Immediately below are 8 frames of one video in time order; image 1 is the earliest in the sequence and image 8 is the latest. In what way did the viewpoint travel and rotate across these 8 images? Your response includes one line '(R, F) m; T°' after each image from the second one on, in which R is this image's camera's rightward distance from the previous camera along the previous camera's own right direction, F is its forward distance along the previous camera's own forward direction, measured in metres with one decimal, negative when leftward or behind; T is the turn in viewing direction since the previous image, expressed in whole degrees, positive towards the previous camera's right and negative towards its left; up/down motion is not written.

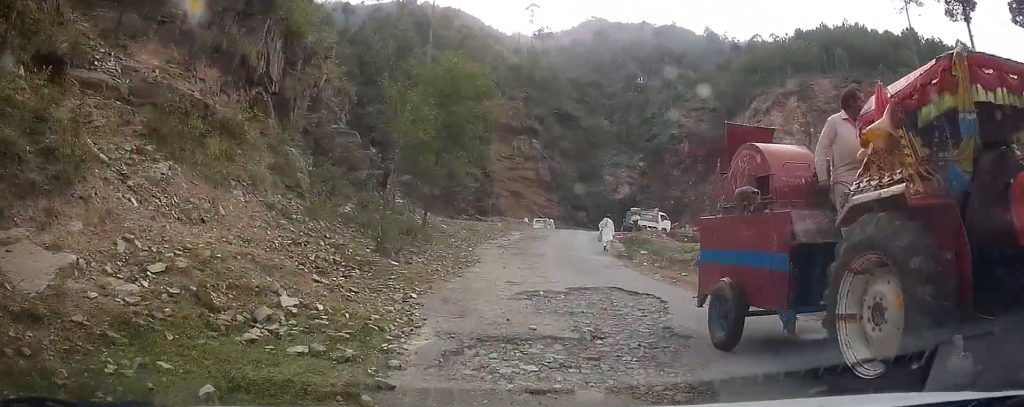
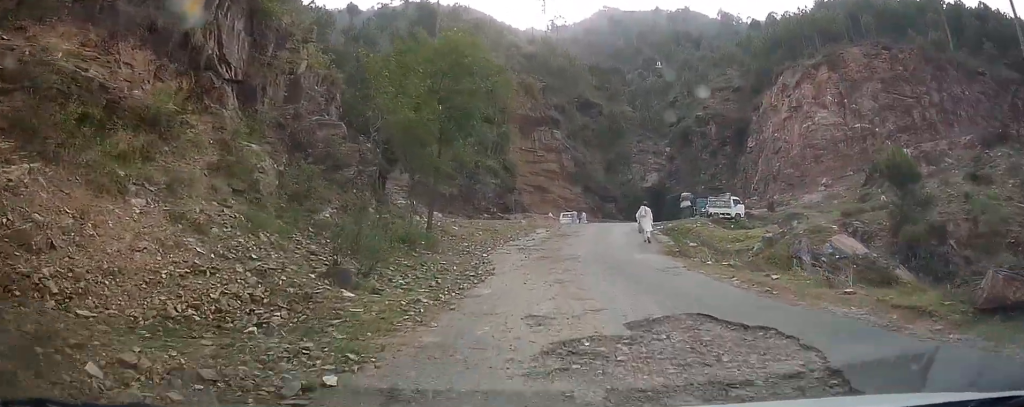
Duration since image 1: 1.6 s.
(-0.8, +5.6) m; -10°
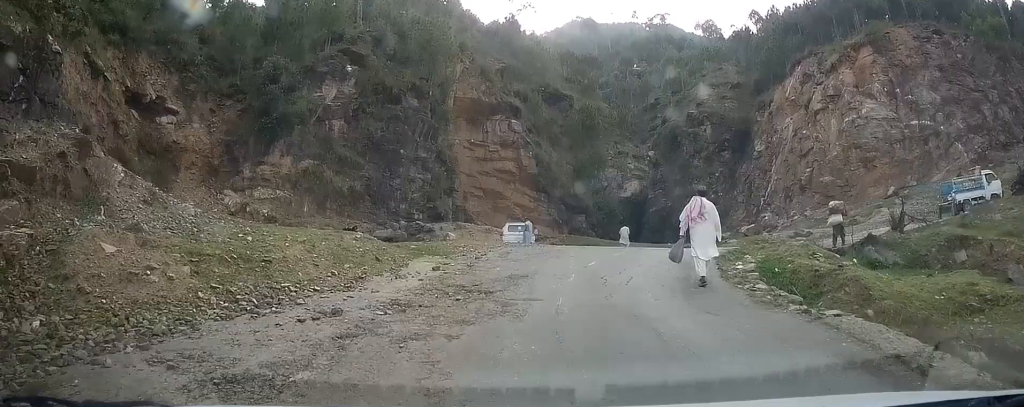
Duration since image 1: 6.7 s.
(-1.0, +18.5) m; -3°
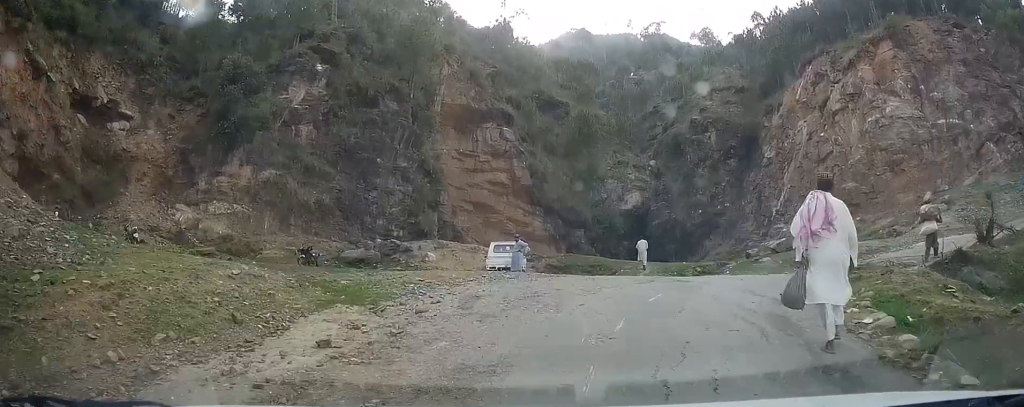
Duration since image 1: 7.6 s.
(-0.2, +4.2) m; 0°
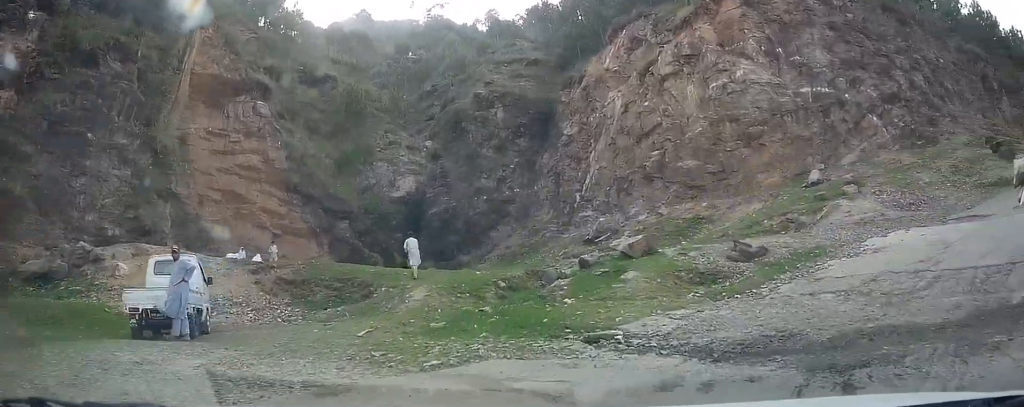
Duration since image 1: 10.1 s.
(+0.6, +11.1) m; +13°
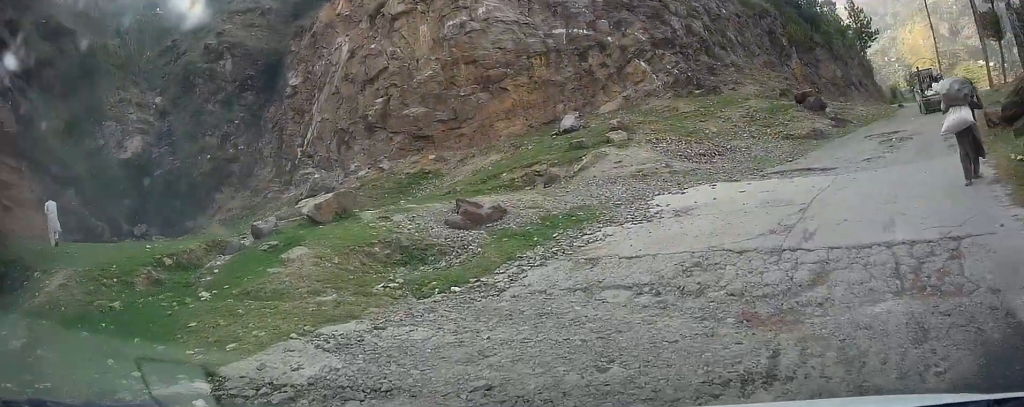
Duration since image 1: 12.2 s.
(+1.3, +6.6) m; +25°
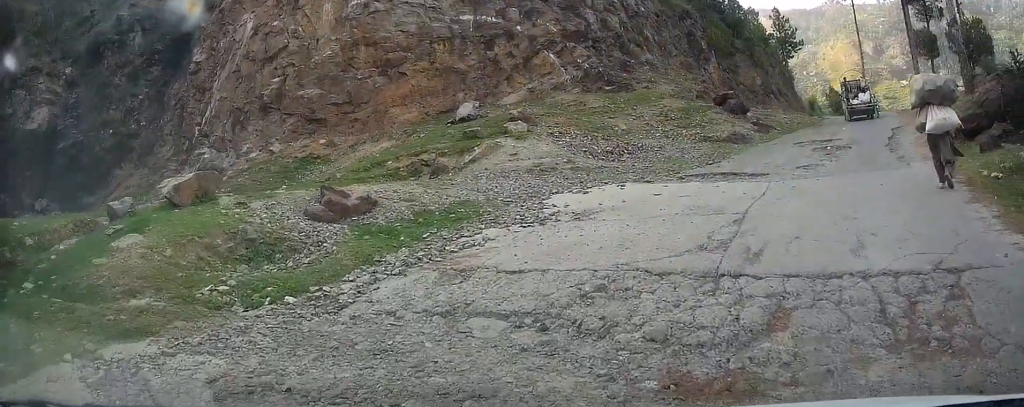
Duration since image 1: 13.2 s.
(+0.6, +2.4) m; +16°
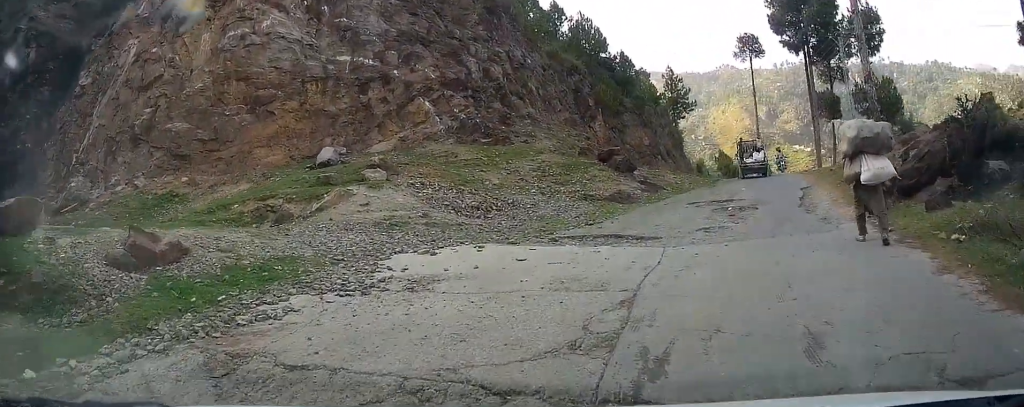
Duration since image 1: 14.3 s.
(+0.3, +2.6) m; +17°
